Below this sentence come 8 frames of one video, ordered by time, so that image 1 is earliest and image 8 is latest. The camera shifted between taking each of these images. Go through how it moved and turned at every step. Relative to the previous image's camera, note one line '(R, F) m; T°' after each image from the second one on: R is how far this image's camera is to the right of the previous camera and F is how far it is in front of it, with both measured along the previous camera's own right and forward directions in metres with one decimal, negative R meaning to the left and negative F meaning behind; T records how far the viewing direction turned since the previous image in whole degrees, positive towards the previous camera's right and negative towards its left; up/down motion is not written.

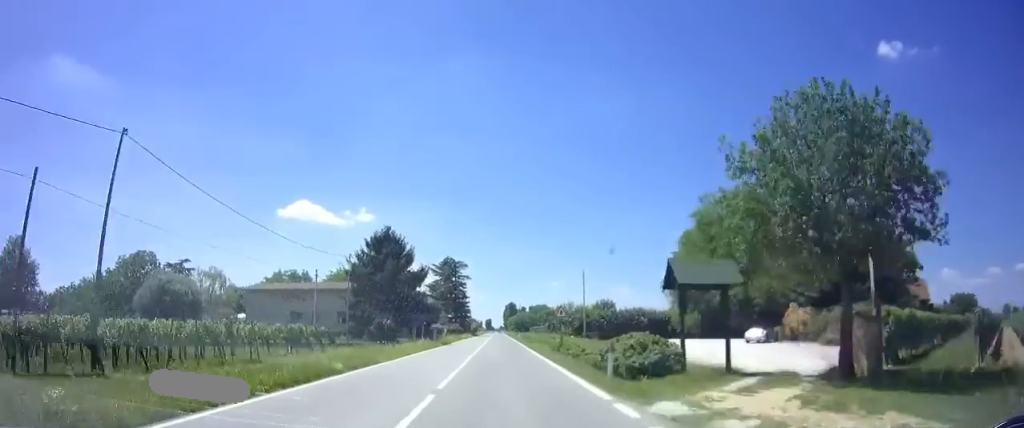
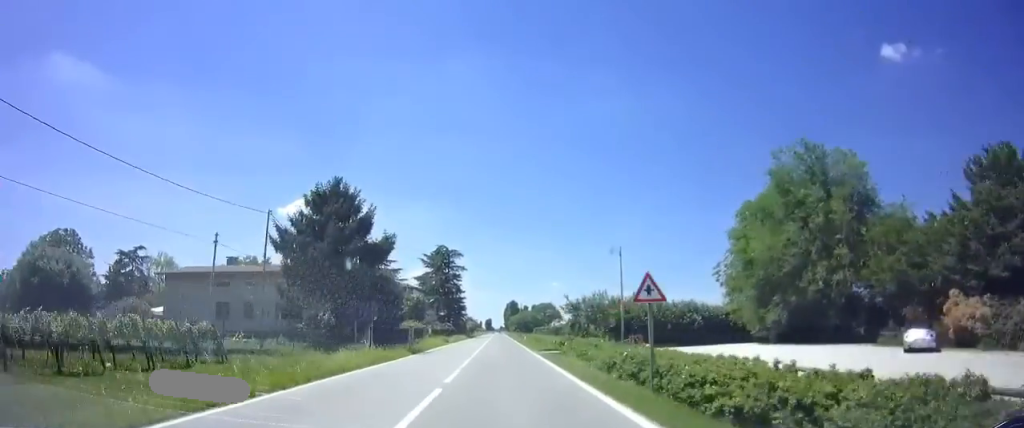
(0.0, +16.6) m; 0°
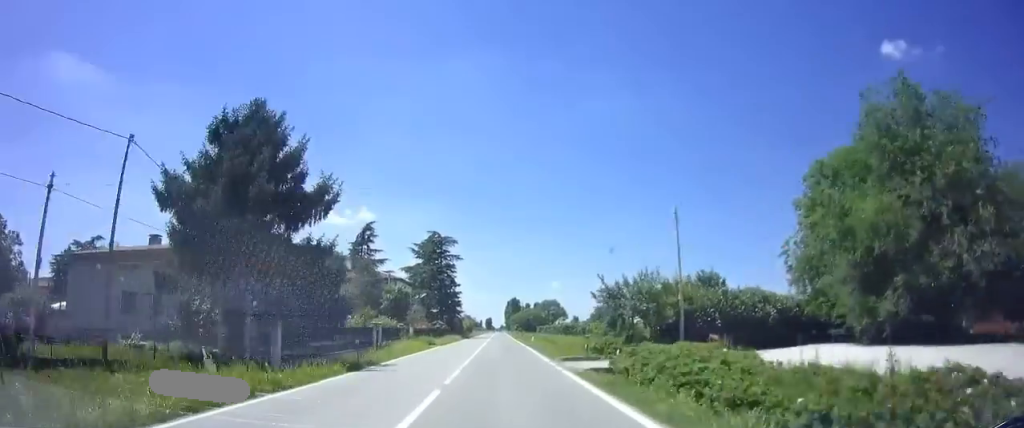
(-0.2, +12.5) m; 0°
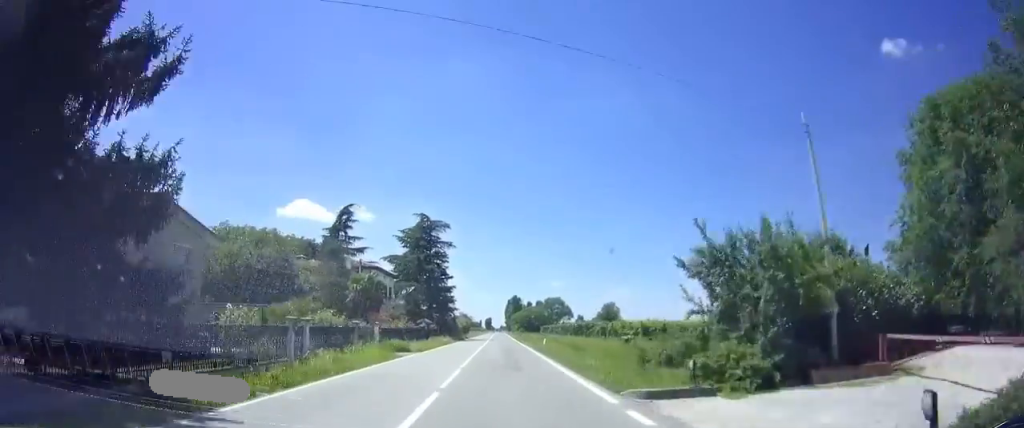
(+0.1, +13.4) m; 0°
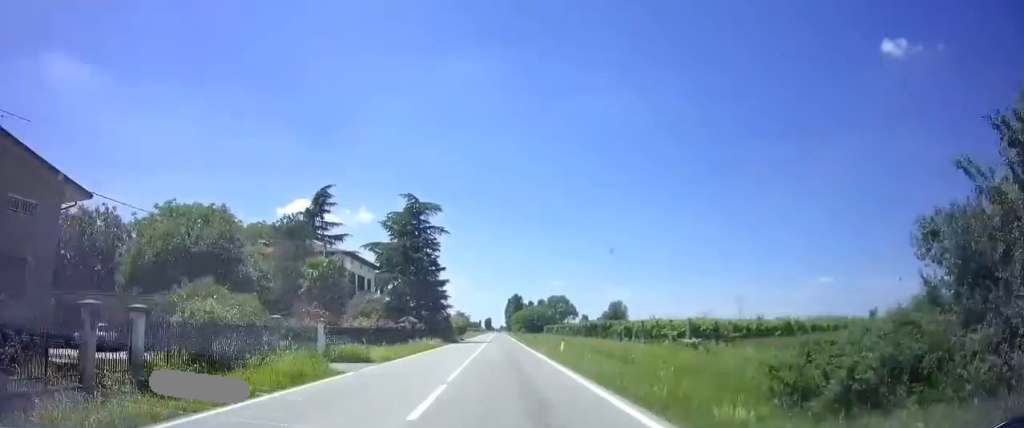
(+0.2, +10.1) m; 0°
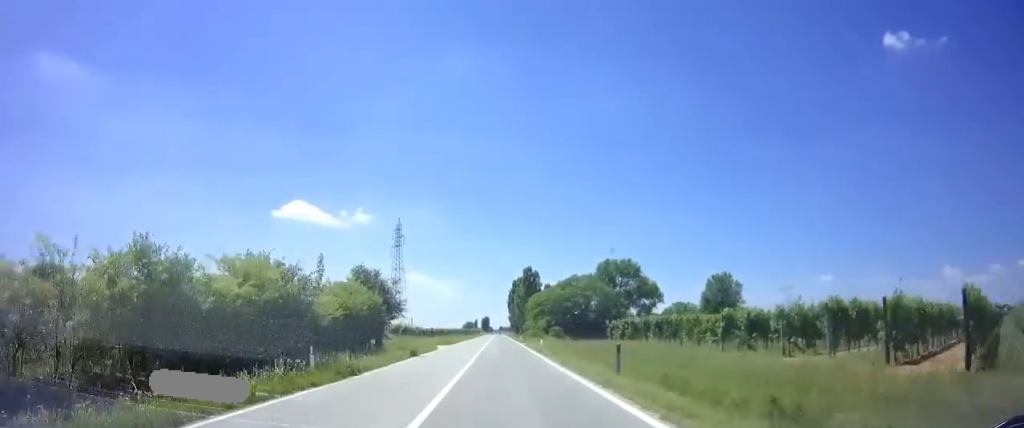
(-0.5, +76.0) m; 0°
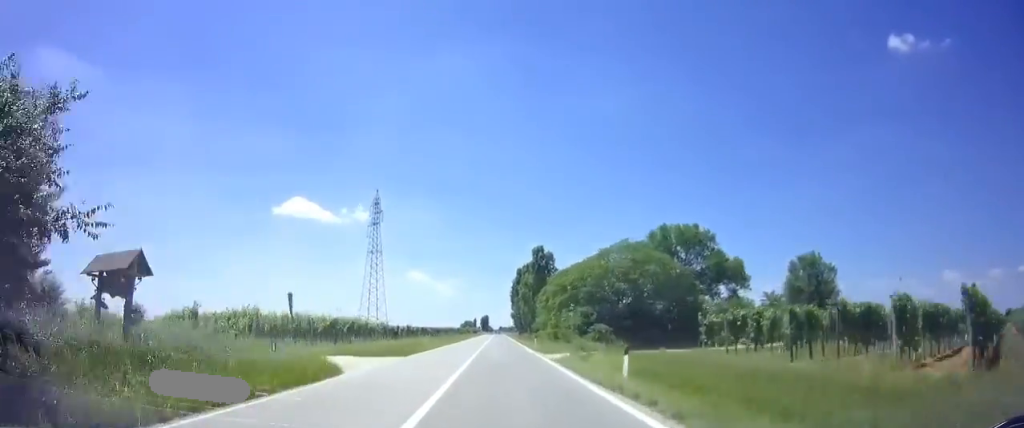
(-0.2, +25.2) m; 0°
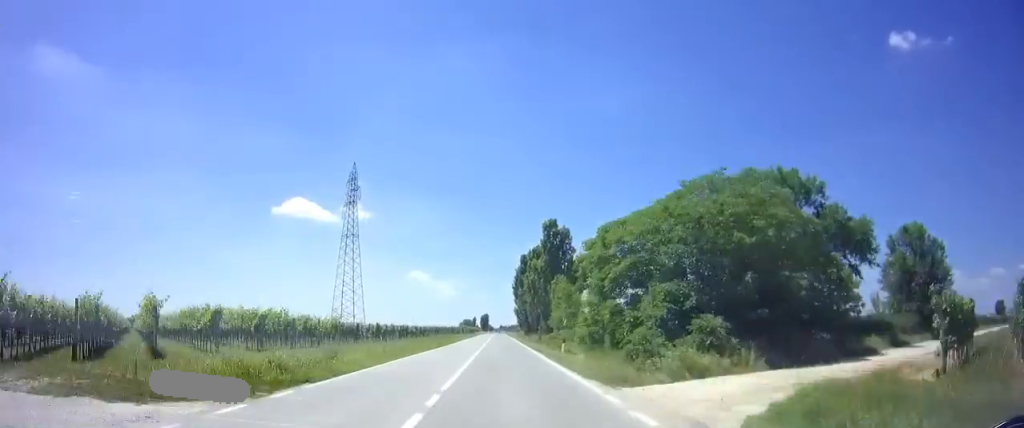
(0.0, +18.4) m; 0°
